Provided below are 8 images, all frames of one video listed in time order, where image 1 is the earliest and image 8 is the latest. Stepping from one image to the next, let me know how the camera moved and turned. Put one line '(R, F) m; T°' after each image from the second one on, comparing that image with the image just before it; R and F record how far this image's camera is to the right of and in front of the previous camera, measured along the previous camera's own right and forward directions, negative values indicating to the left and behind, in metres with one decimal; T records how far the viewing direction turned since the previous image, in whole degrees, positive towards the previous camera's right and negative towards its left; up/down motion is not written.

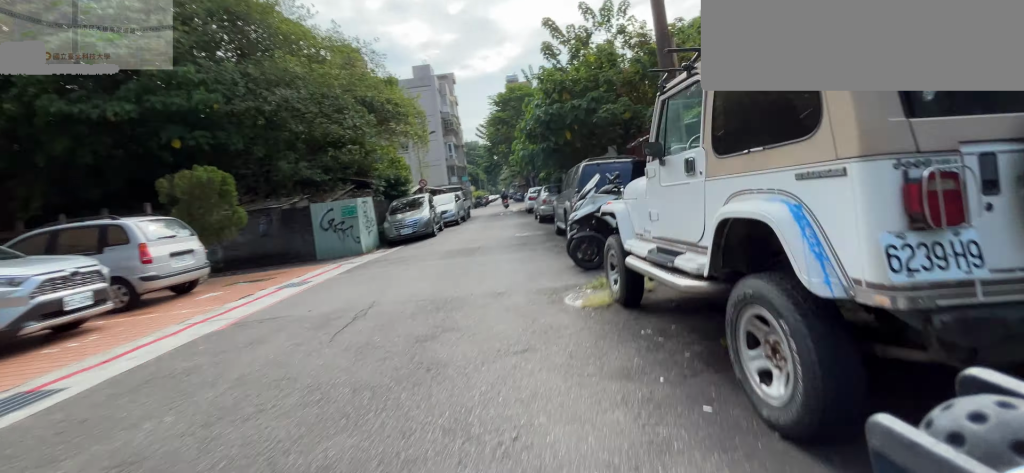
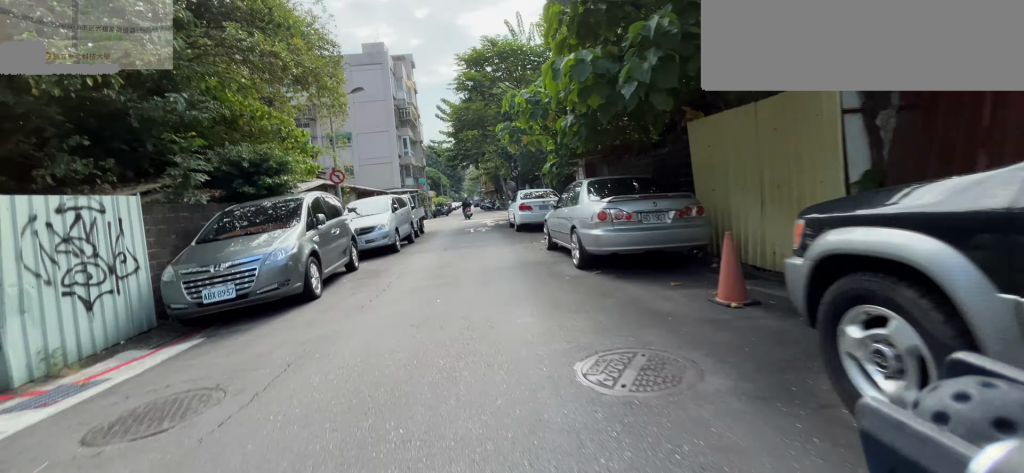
(+0.1, +8.9) m; -1°
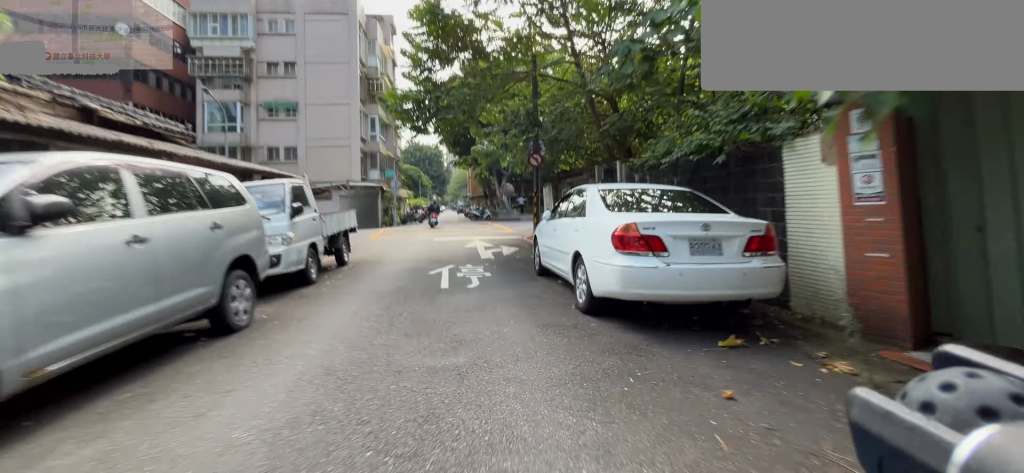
(-0.3, +7.7) m; -8°
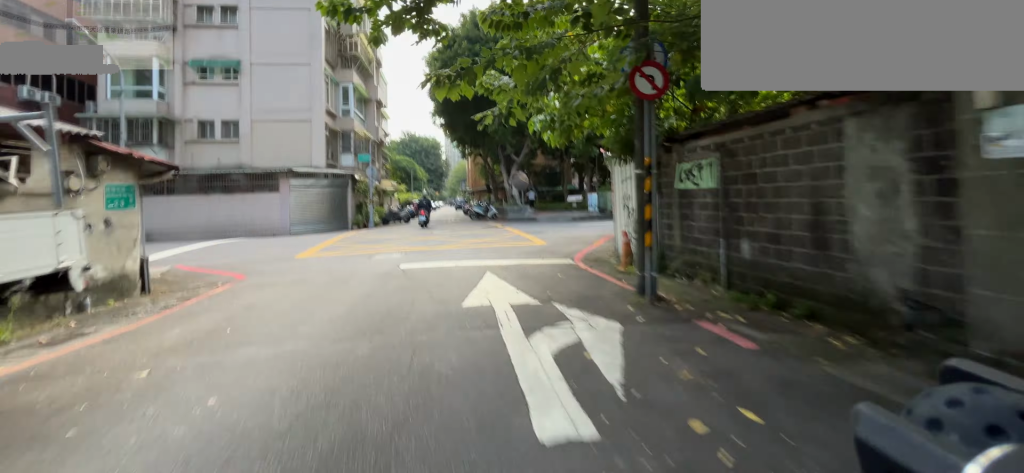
(-0.4, +5.4) m; -3°
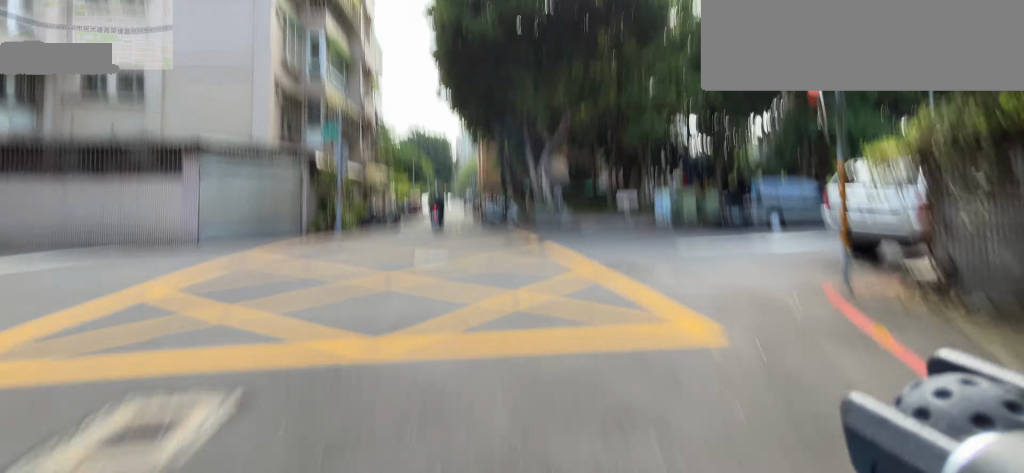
(+0.1, +6.8) m; +13°
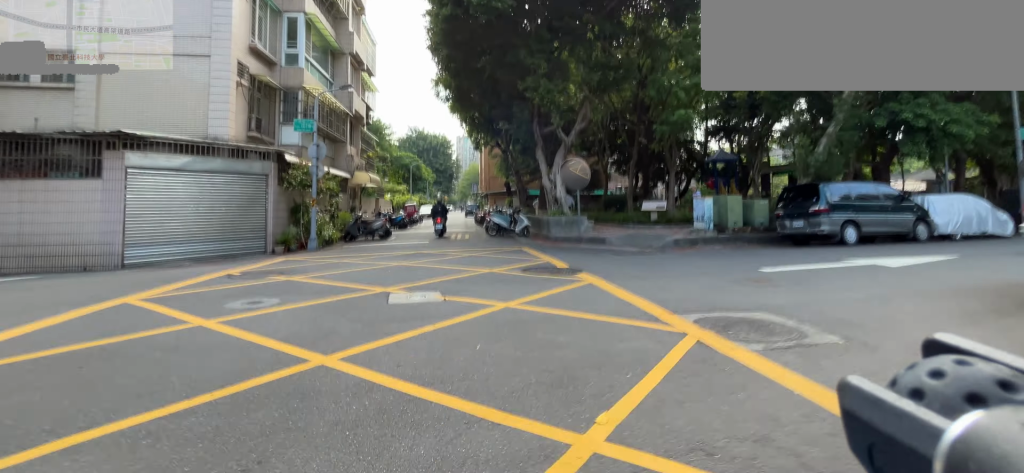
(-0.2, +3.0) m; +9°
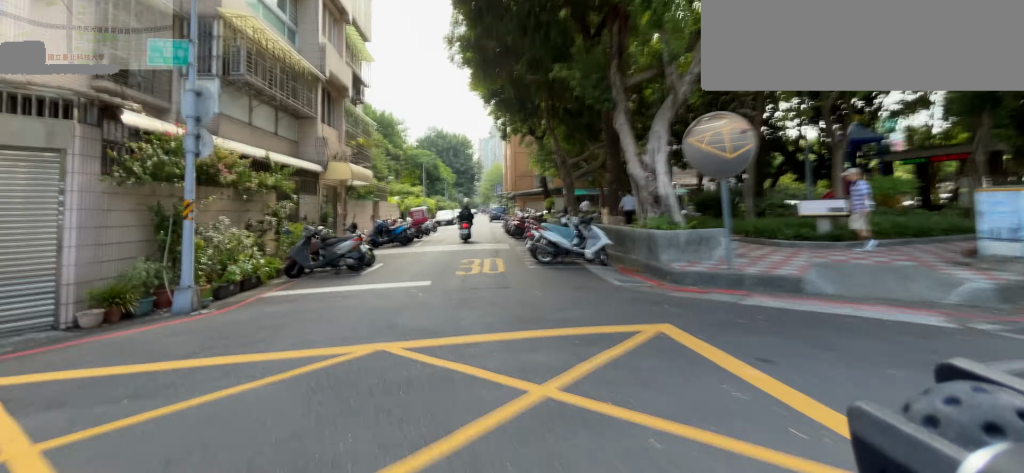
(+1.9, +8.9) m; +9°
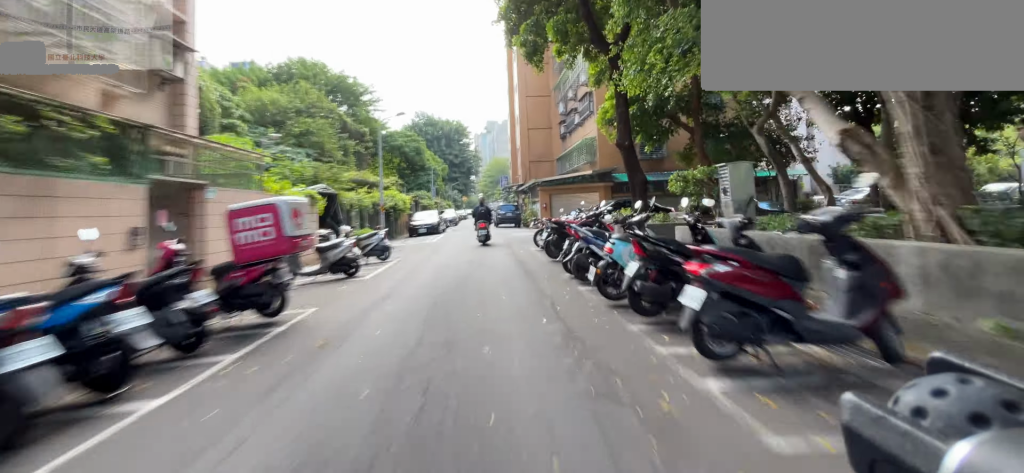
(-1.8, +17.3) m; -11°
